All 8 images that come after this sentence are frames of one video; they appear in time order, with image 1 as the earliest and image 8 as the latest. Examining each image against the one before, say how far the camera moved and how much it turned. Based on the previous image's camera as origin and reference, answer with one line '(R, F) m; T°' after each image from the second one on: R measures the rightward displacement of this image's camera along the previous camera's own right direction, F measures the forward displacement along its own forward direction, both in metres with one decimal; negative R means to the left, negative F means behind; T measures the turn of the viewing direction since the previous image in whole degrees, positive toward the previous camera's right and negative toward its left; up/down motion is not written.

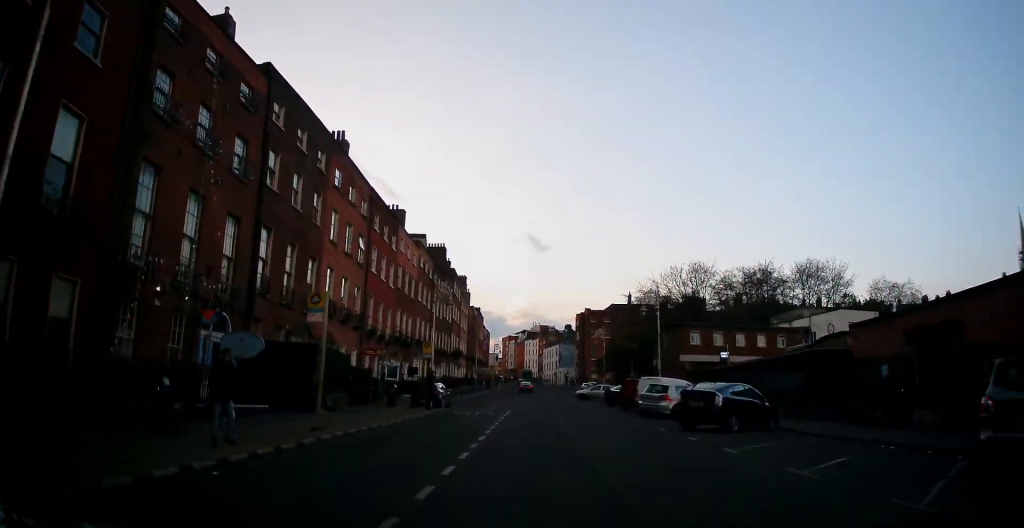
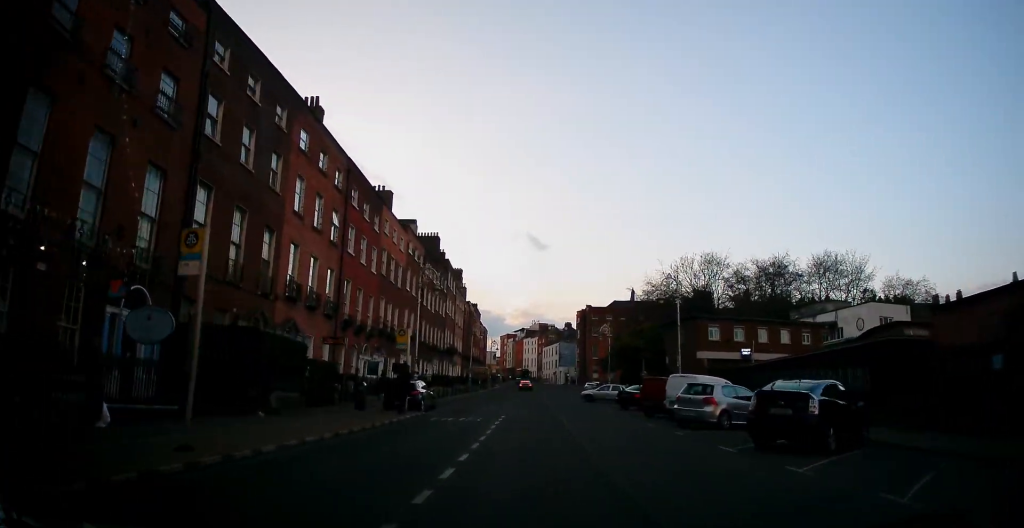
(+0.1, +6.1) m; +1°
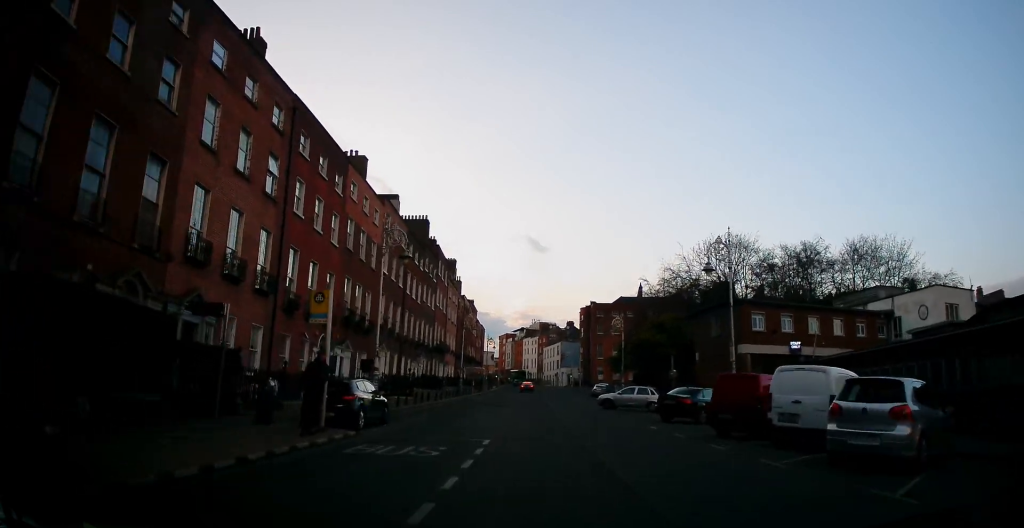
(+0.2, +9.3) m; 0°
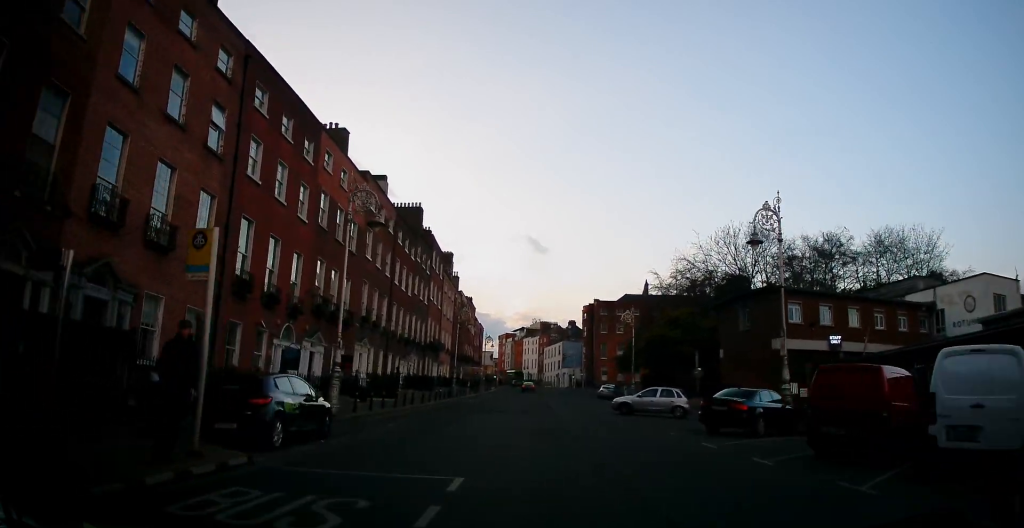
(+0.2, +5.6) m; -1°
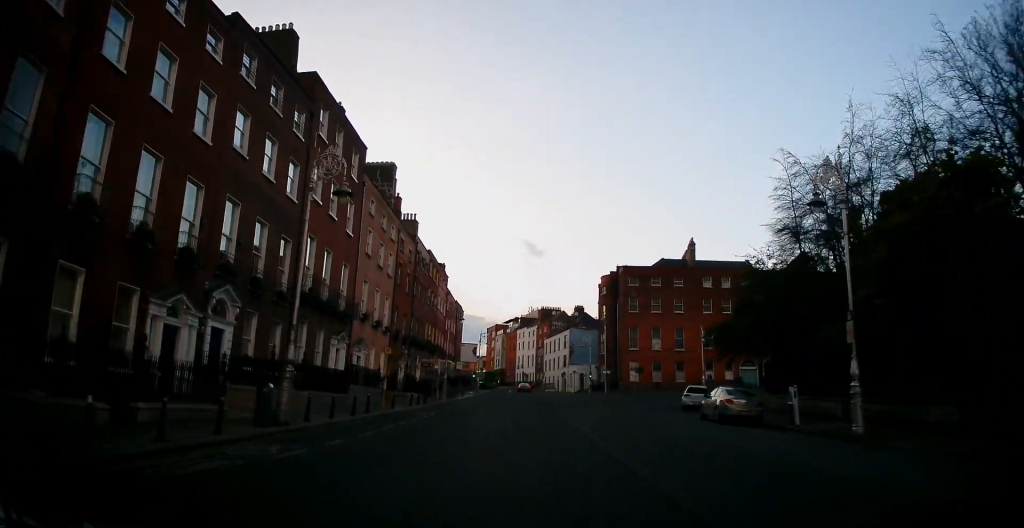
(+1.0, +37.1) m; 0°
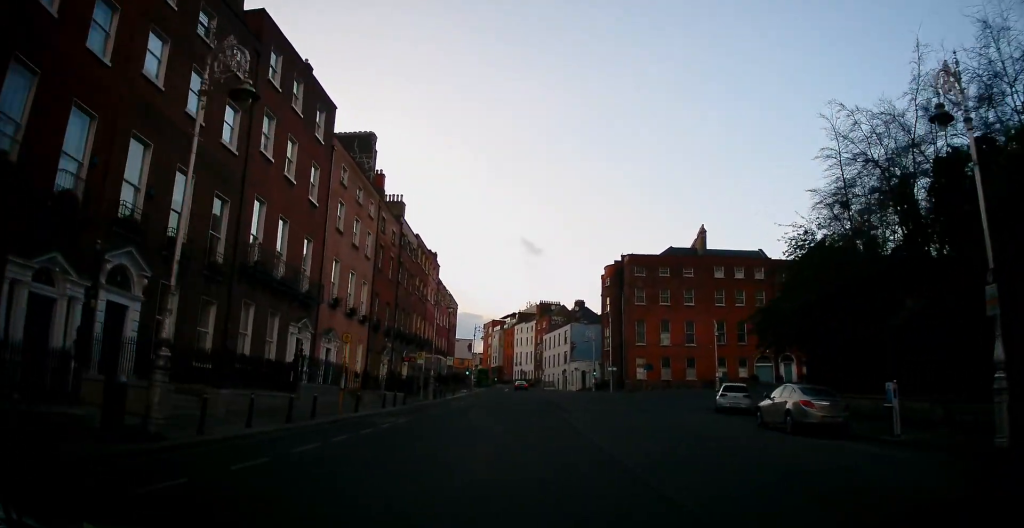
(-0.3, +6.9) m; 0°
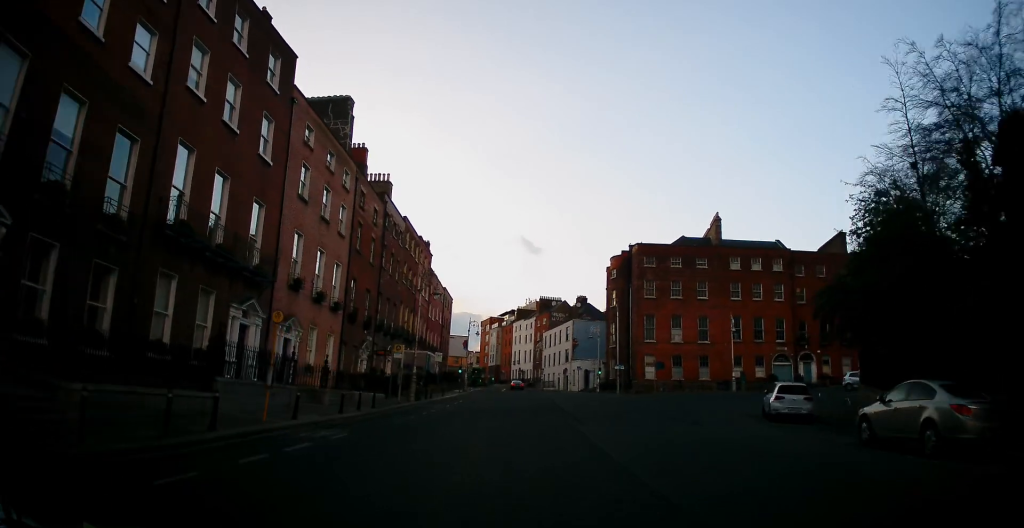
(-0.3, +6.4) m; 0°
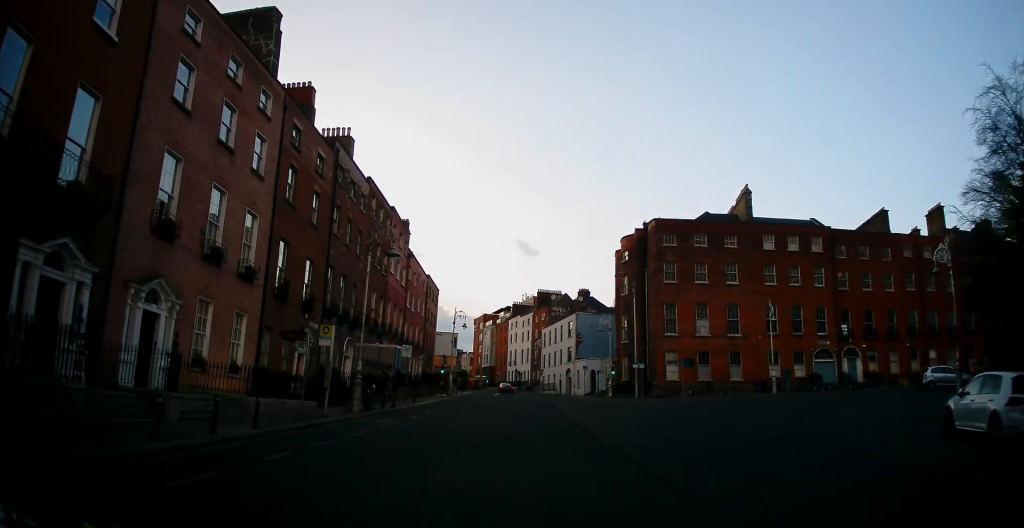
(+0.6, +12.7) m; +3°
